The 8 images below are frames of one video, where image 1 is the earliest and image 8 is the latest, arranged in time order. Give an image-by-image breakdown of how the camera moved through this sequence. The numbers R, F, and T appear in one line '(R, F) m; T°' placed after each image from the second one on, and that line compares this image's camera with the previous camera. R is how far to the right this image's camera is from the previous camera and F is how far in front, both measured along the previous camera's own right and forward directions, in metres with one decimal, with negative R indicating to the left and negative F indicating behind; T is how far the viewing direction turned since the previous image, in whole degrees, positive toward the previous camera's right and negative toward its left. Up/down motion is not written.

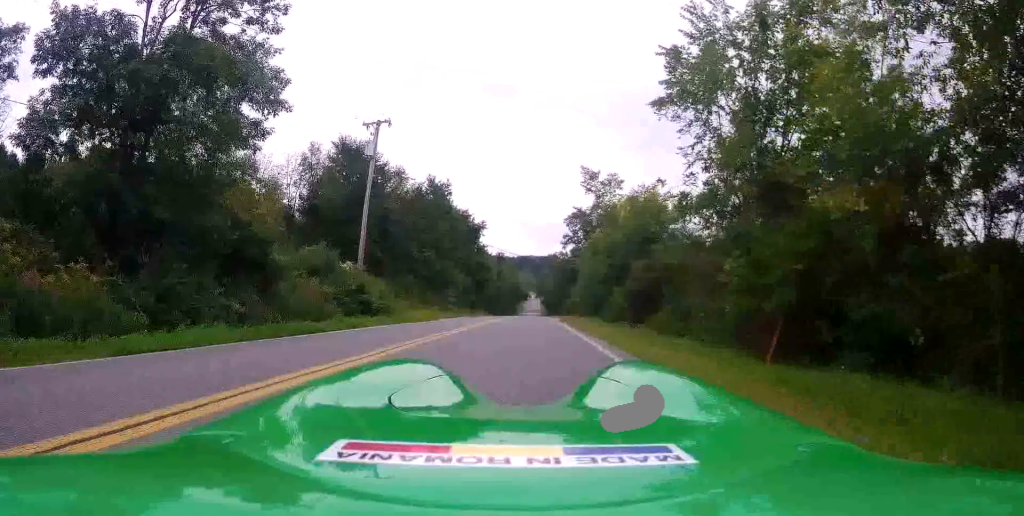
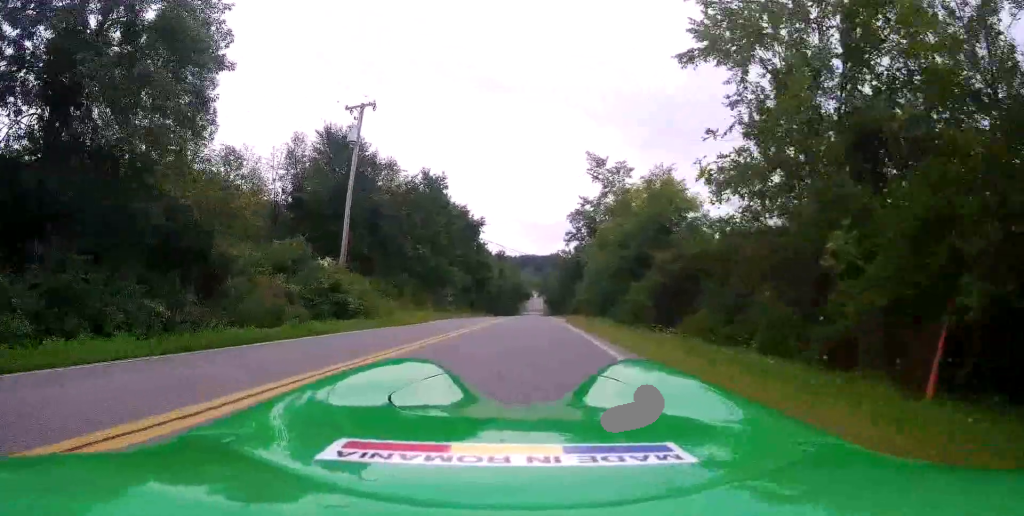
(0.0, +3.6) m; 0°
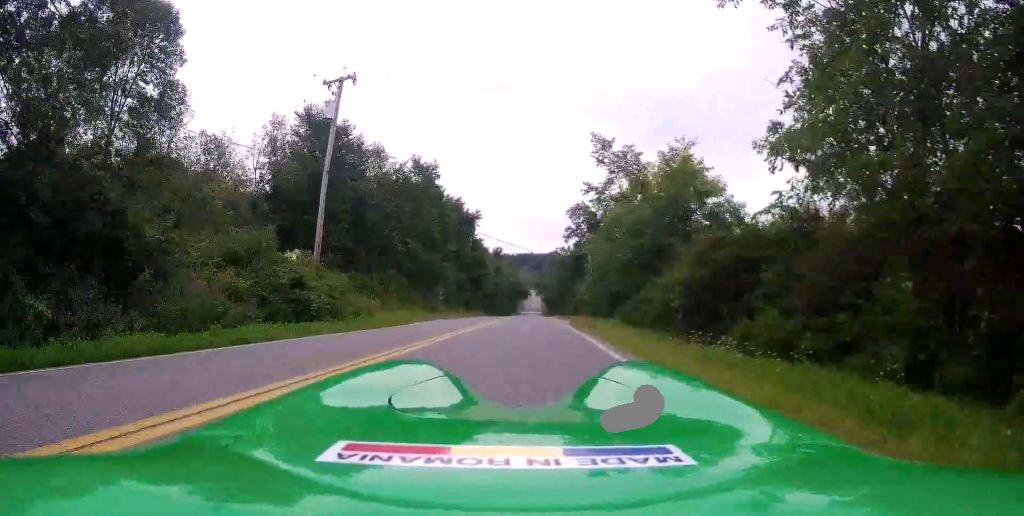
(0.0, +3.6) m; 0°
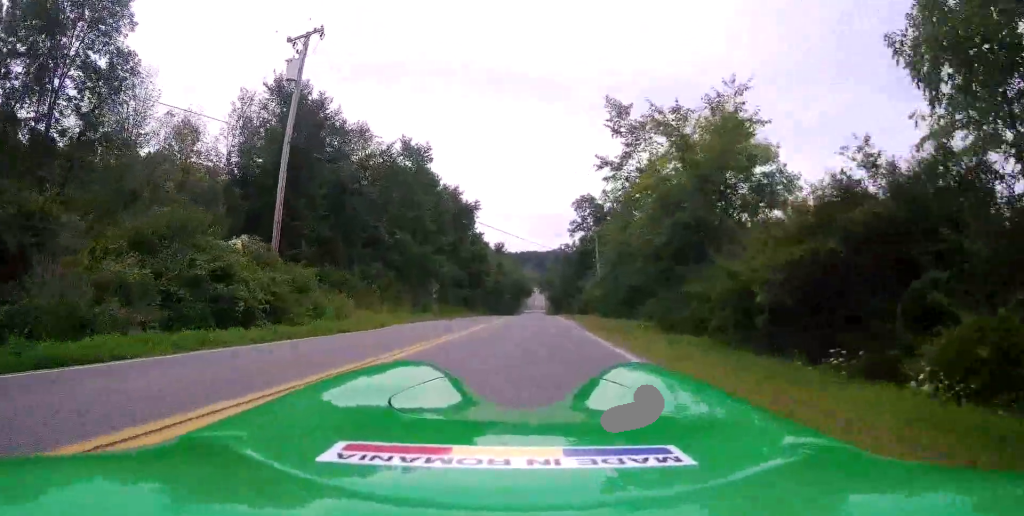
(0.0, +5.2) m; 0°
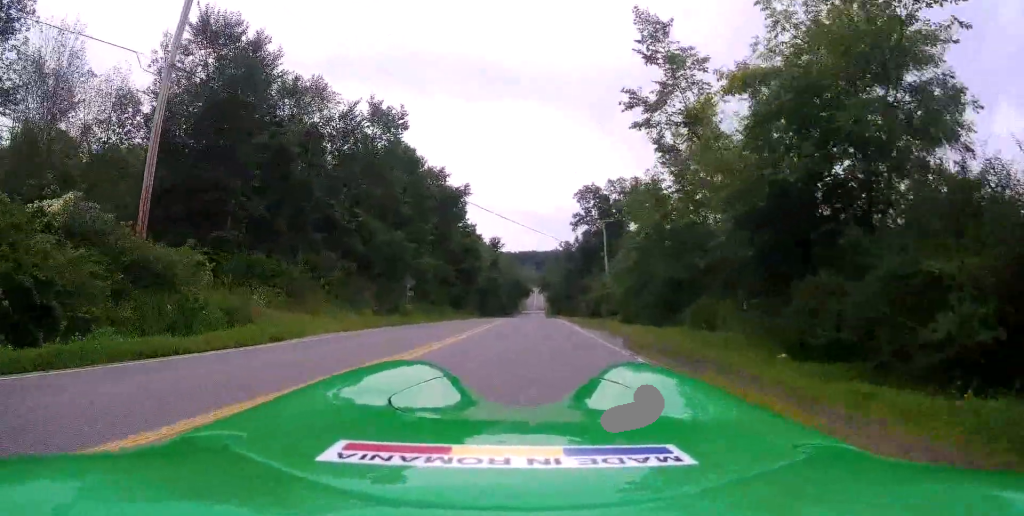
(0.0, +8.7) m; 0°
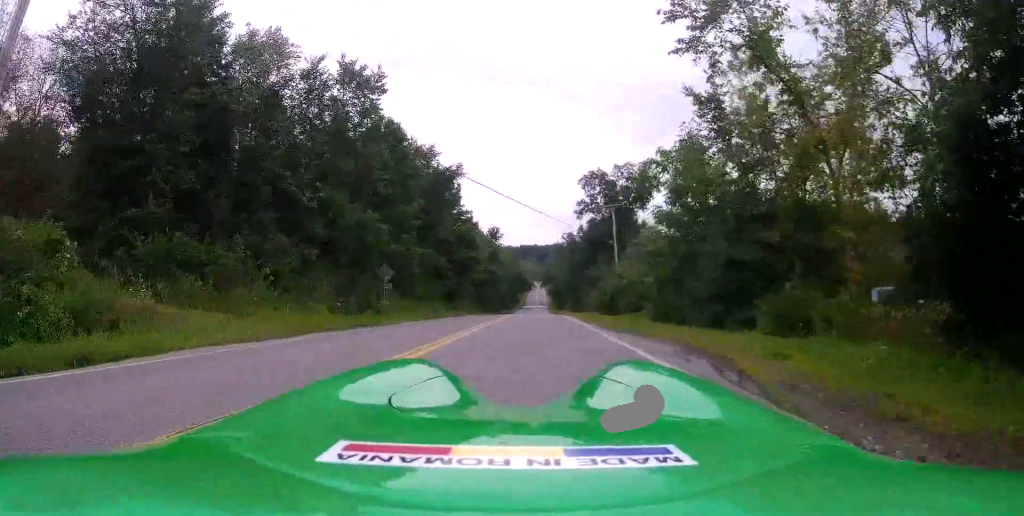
(0.0, +6.0) m; 0°
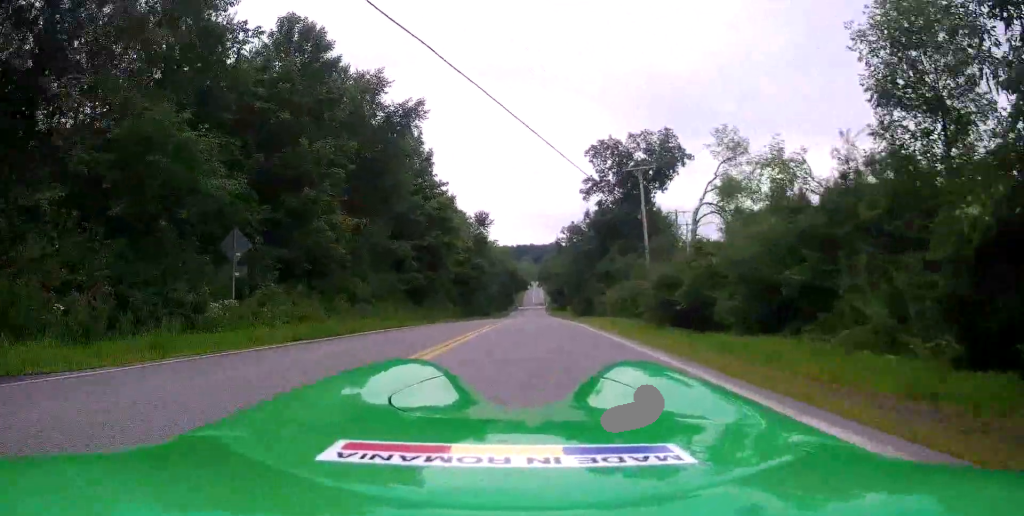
(+0.1, +16.4) m; +1°
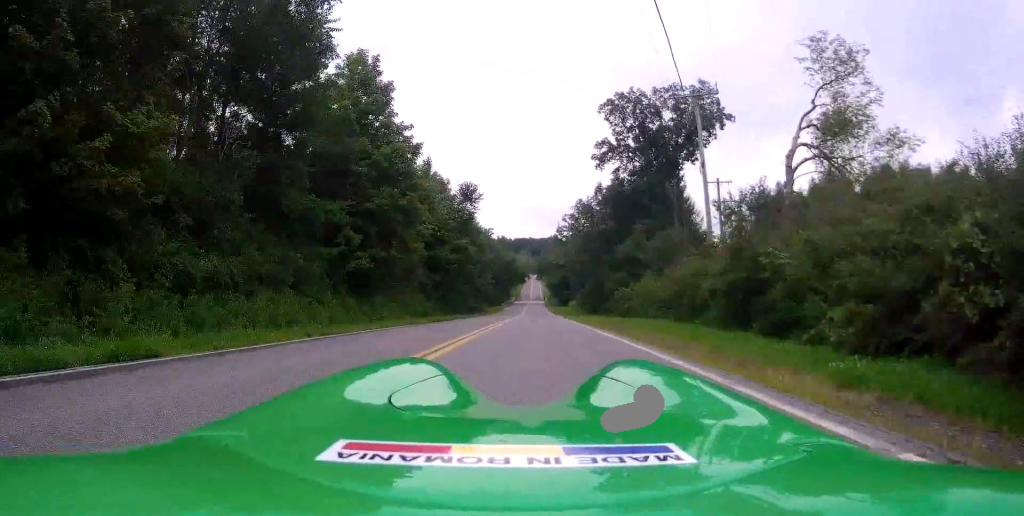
(+0.4, +19.8) m; +3°
